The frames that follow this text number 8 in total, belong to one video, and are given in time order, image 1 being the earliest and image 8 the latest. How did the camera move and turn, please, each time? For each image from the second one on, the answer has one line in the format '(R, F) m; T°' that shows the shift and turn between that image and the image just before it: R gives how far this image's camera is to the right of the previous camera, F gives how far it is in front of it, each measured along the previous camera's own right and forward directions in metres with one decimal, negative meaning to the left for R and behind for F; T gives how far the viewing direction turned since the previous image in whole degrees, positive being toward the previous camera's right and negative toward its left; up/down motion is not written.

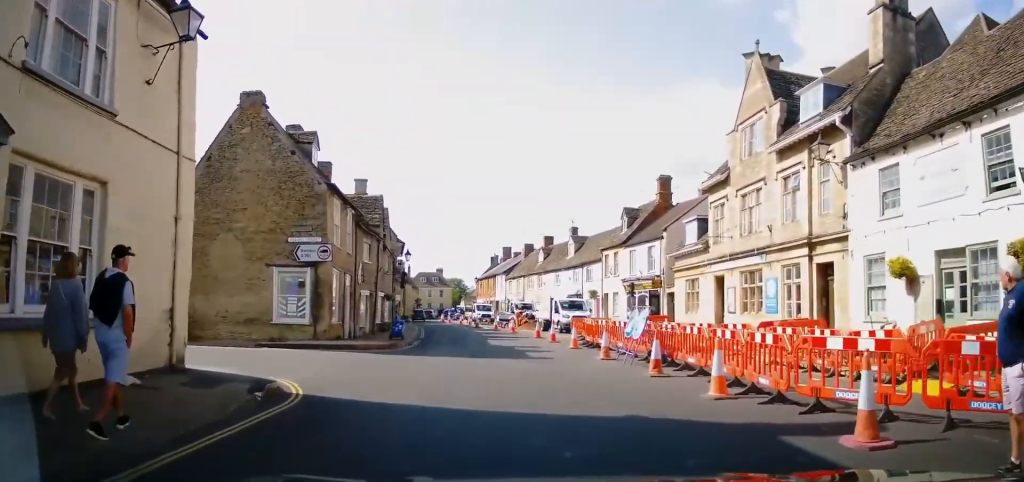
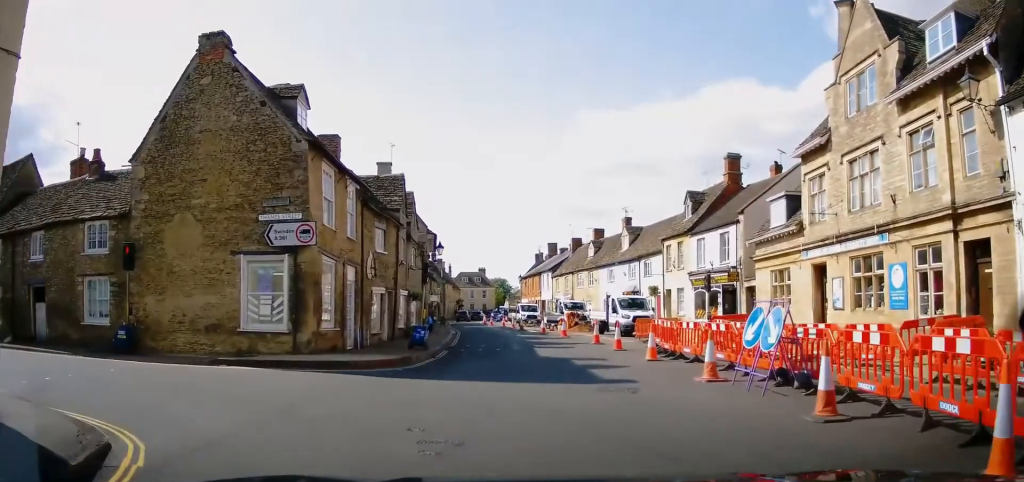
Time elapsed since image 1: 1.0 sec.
(-0.3, +5.4) m; -7°
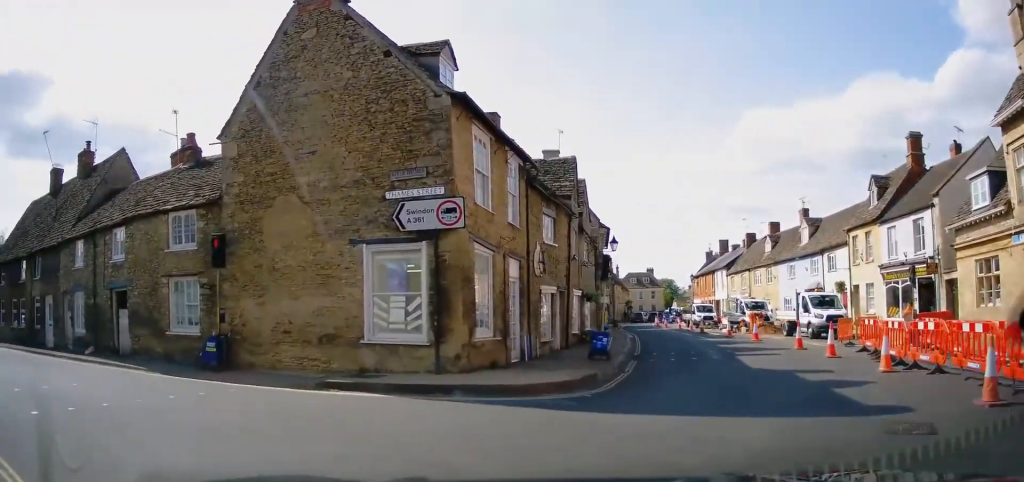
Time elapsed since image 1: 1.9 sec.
(-0.3, +4.0) m; -13°
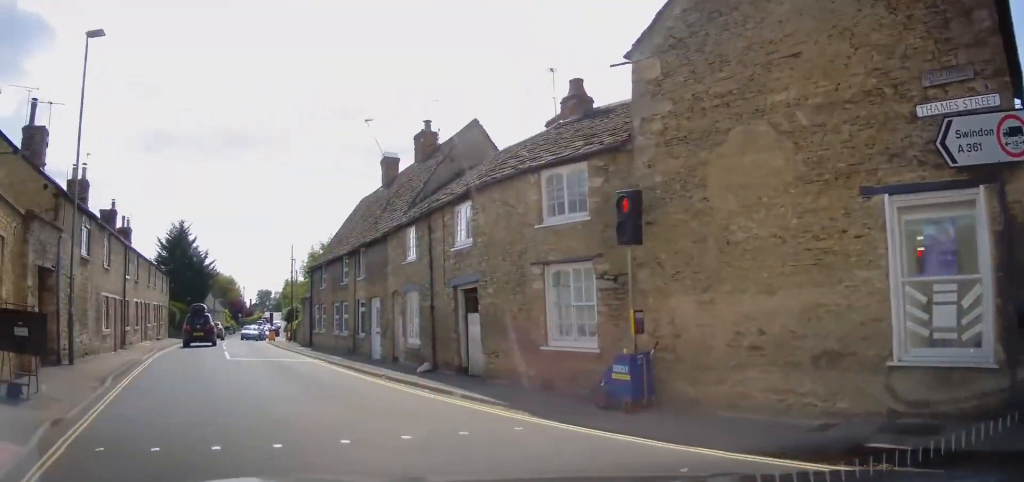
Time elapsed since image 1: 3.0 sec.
(-1.2, +4.8) m; -34°
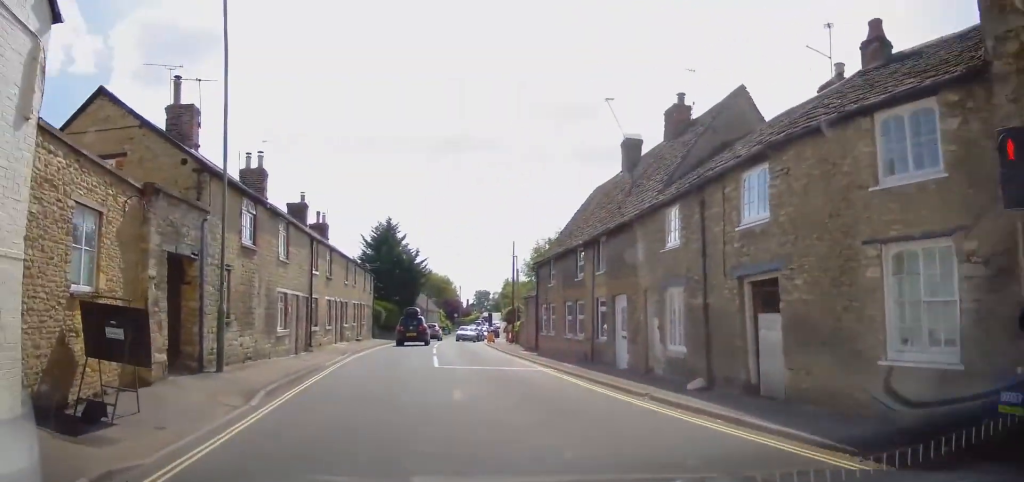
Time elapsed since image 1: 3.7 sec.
(-0.6, +3.0) m; -19°
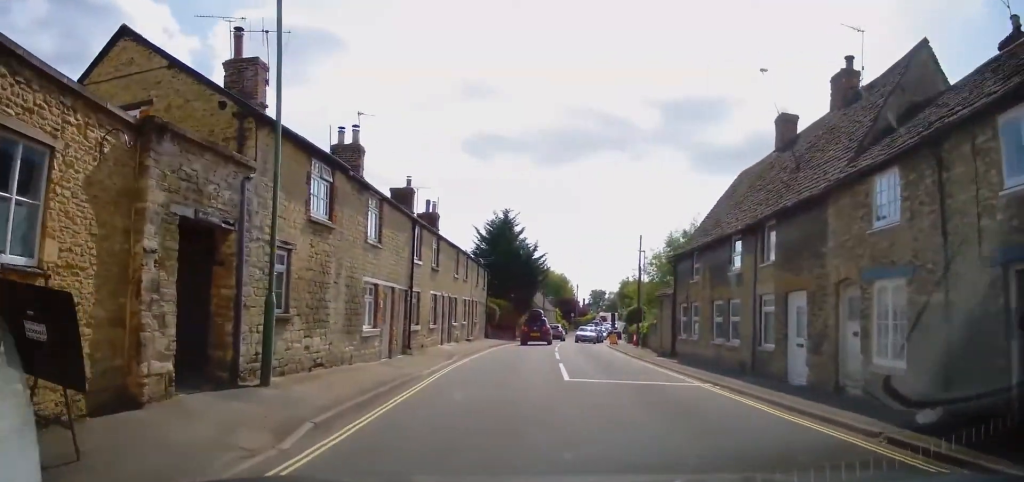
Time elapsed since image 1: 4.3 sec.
(-0.4, +3.2) m; -7°
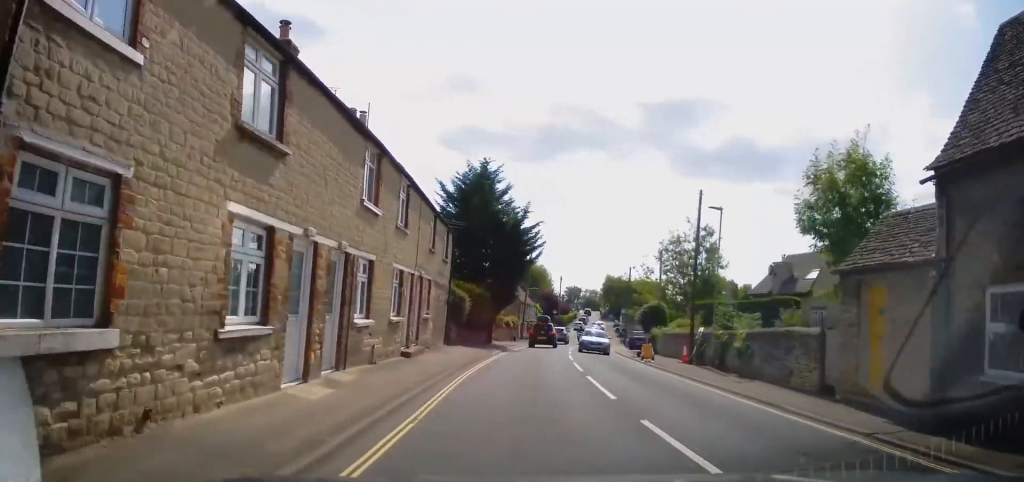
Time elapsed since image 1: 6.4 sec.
(-1.0, +14.3) m; -1°
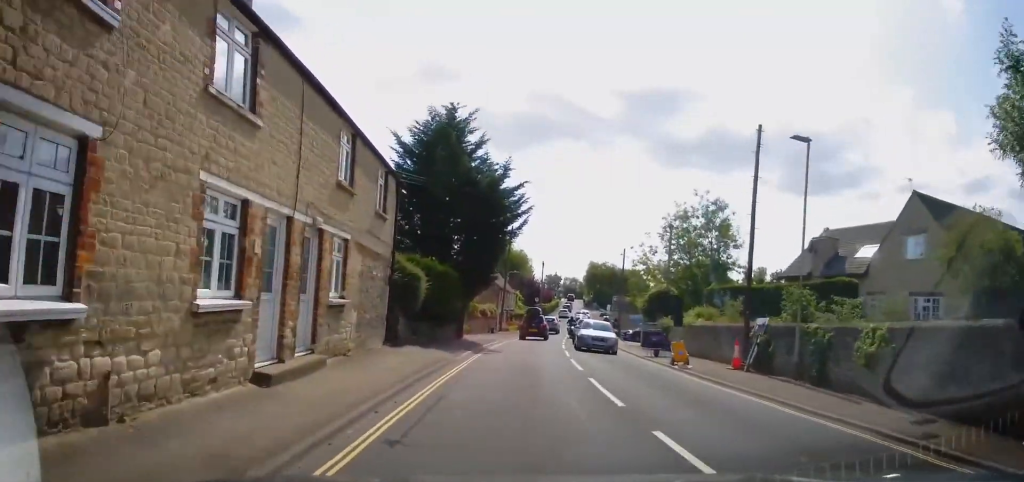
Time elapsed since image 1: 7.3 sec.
(+0.2, +7.8) m; +2°
